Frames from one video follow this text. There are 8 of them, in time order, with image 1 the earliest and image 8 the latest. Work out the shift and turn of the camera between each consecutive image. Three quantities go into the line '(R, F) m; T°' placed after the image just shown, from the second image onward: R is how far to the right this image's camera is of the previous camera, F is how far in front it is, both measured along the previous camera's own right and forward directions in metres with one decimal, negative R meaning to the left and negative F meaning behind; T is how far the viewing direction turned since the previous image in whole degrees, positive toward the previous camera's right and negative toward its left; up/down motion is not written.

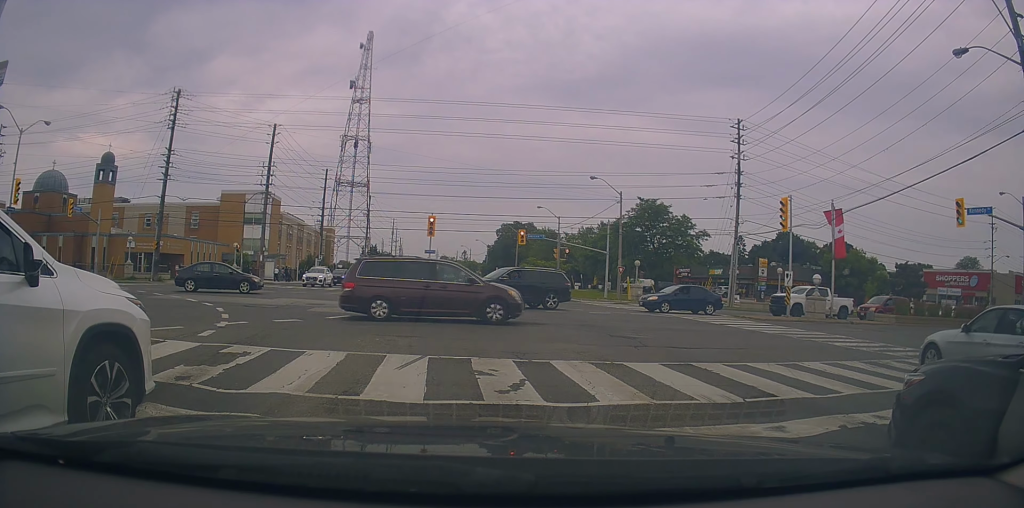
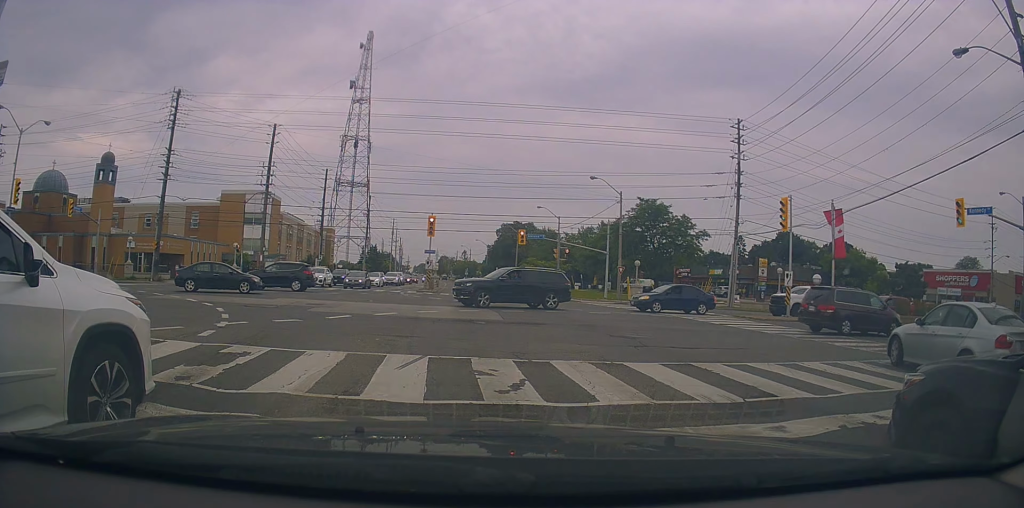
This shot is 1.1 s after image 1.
(0.0, 0.0) m; 0°
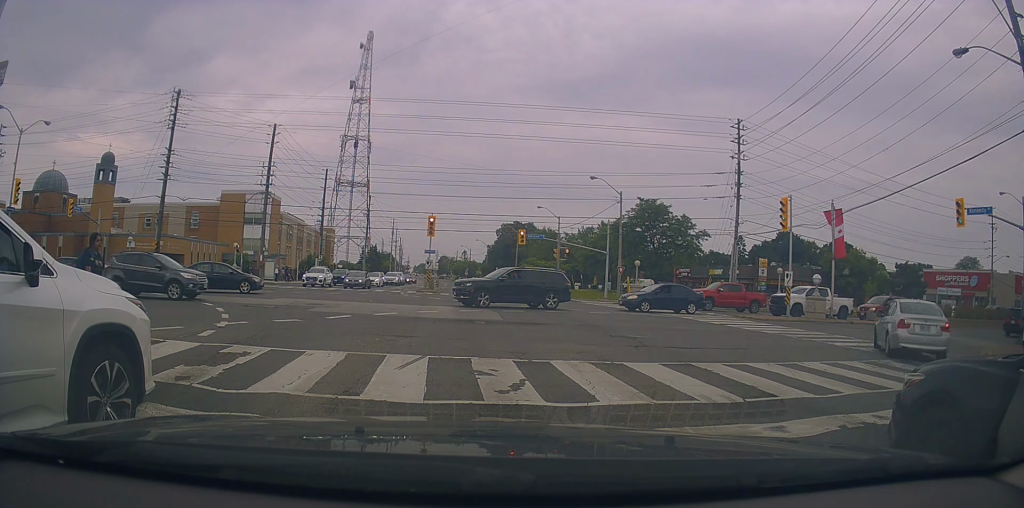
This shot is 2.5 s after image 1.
(0.0, 0.0) m; 0°
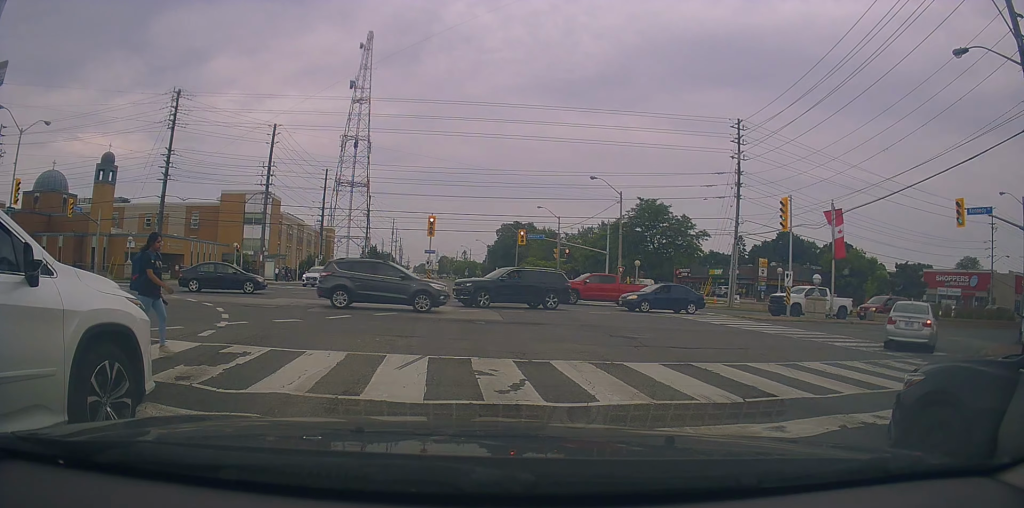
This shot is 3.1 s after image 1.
(0.0, 0.0) m; 0°
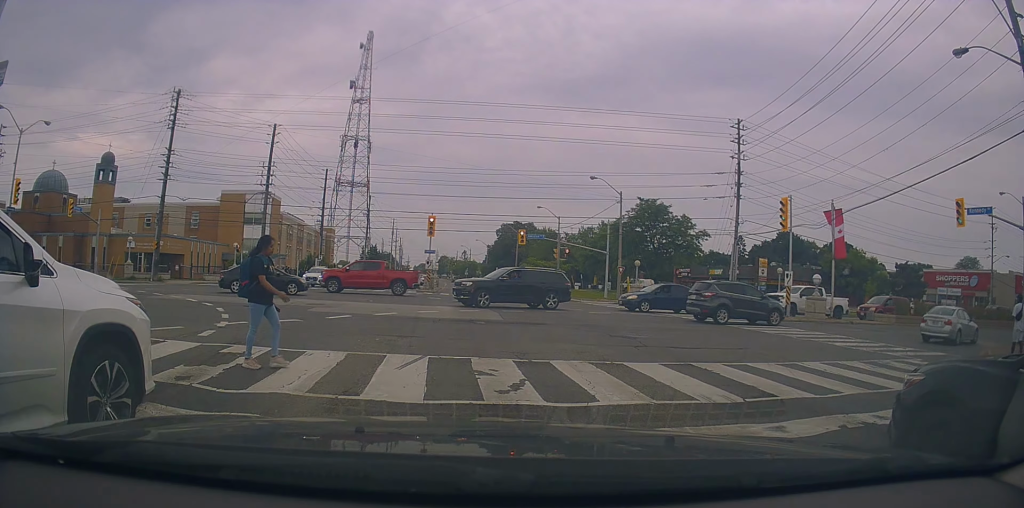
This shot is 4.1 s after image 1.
(0.0, 0.0) m; 0°
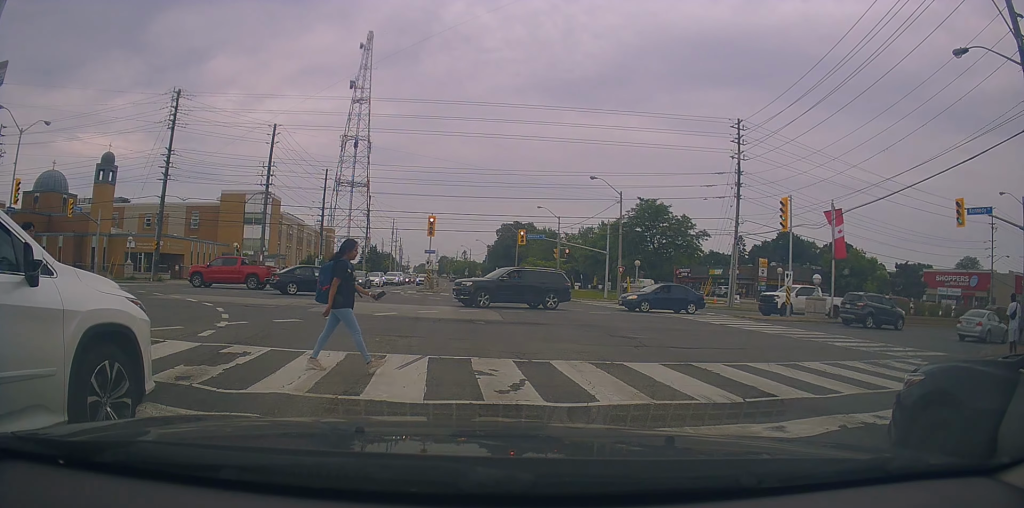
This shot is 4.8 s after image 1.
(0.0, 0.0) m; 0°
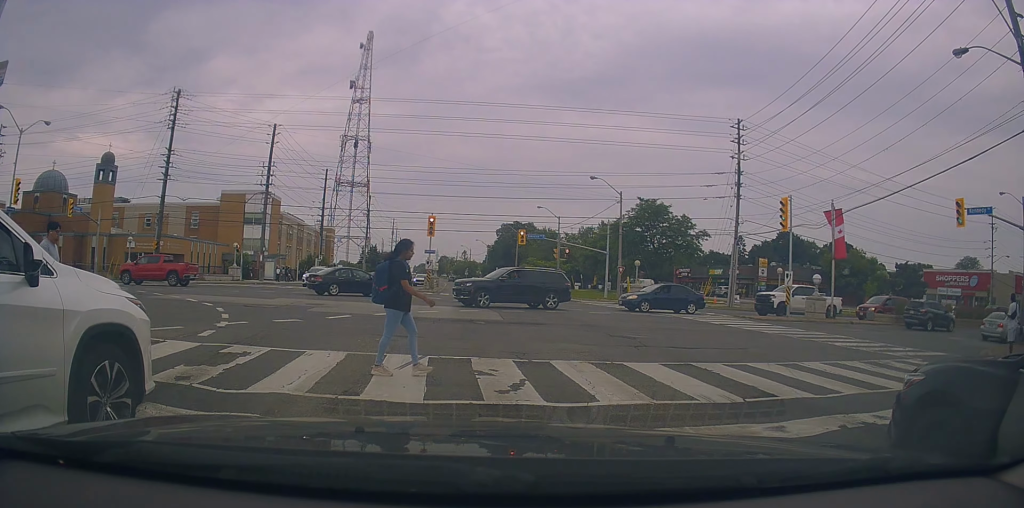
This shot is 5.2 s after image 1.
(0.0, 0.0) m; 0°
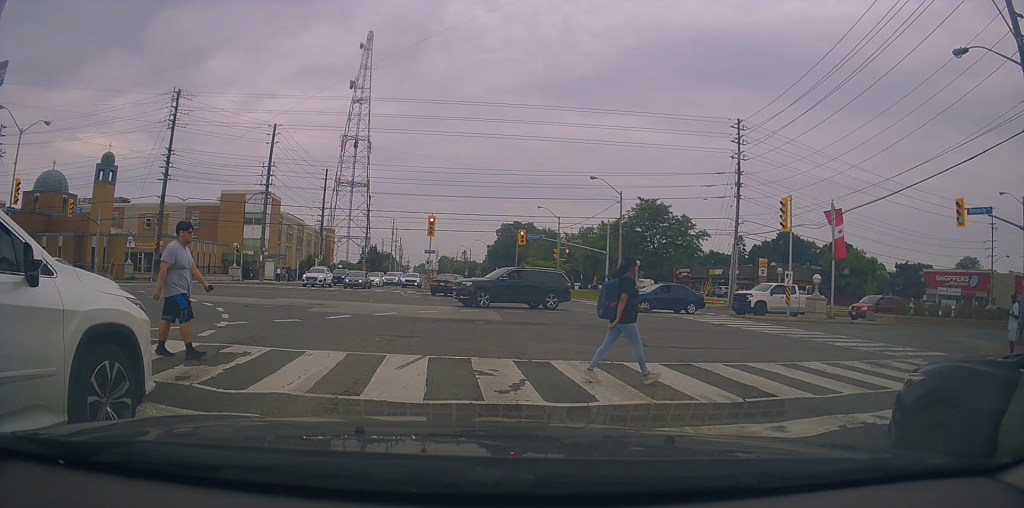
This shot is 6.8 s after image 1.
(0.0, 0.0) m; 0°
